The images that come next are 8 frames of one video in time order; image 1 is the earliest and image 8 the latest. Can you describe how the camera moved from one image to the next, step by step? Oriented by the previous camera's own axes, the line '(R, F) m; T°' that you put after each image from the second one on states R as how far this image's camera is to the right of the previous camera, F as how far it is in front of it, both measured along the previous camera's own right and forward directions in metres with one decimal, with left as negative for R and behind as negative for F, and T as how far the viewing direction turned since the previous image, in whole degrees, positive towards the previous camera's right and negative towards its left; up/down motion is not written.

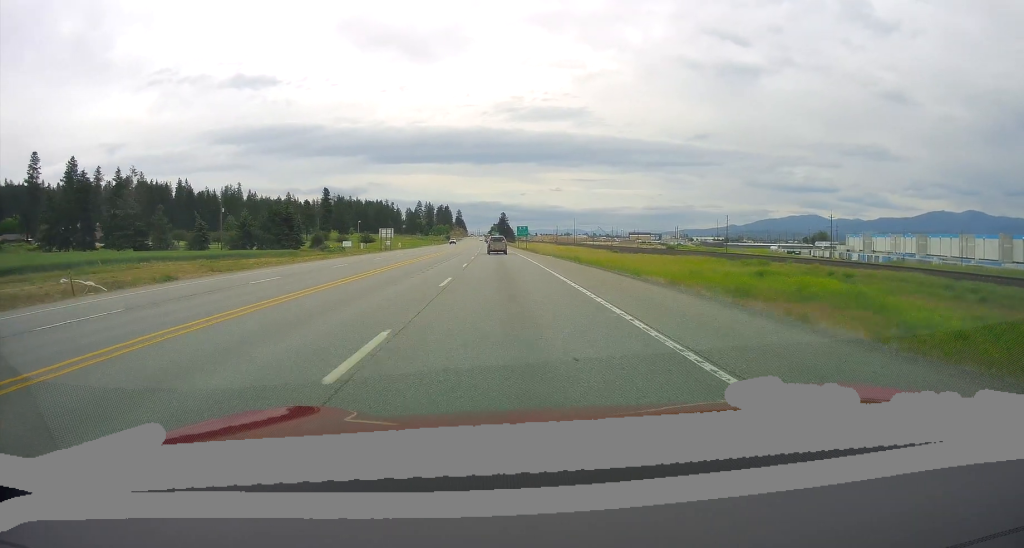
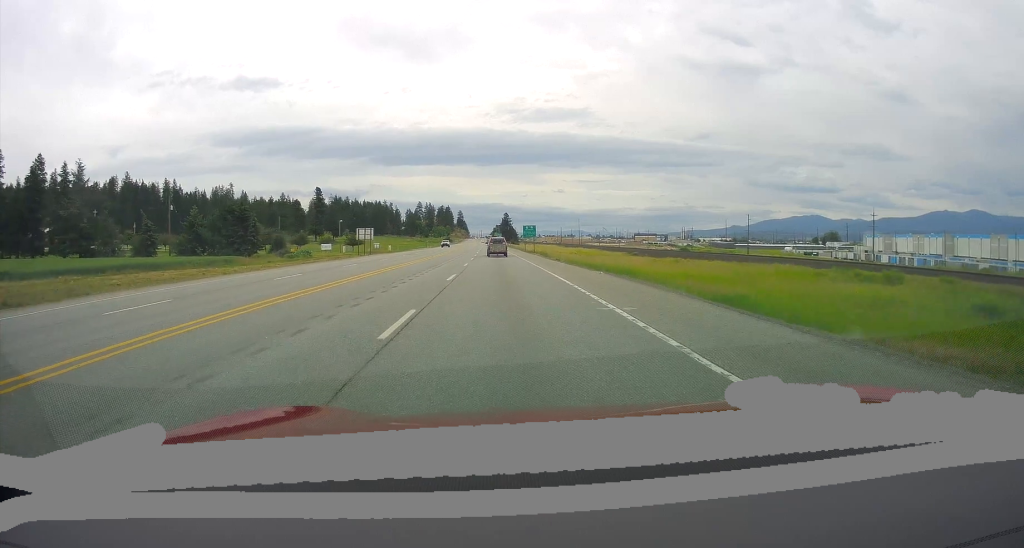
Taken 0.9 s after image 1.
(+0.3, +22.3) m; +1°
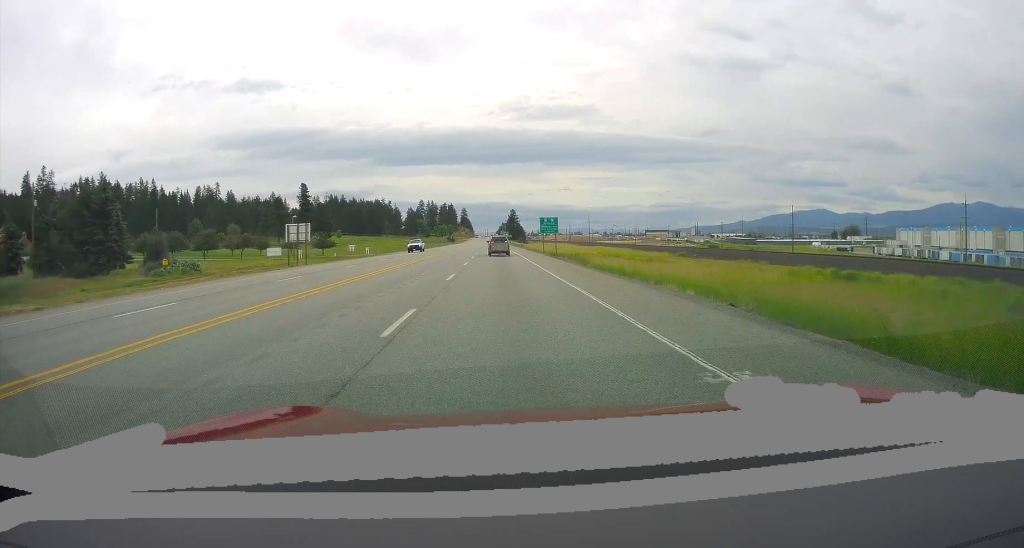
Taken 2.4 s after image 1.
(0.0, +36.6) m; -1°
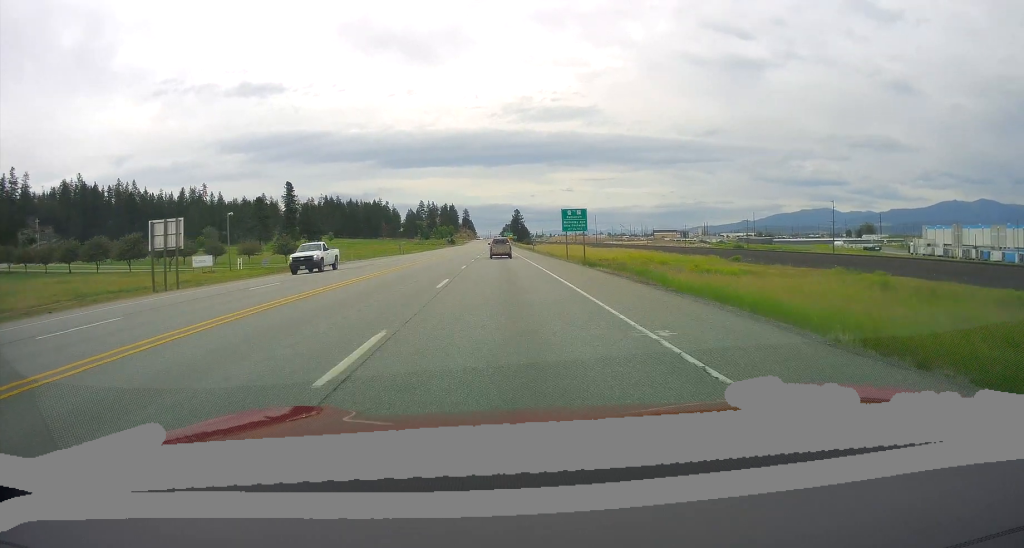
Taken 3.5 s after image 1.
(-0.3, +27.4) m; 0°
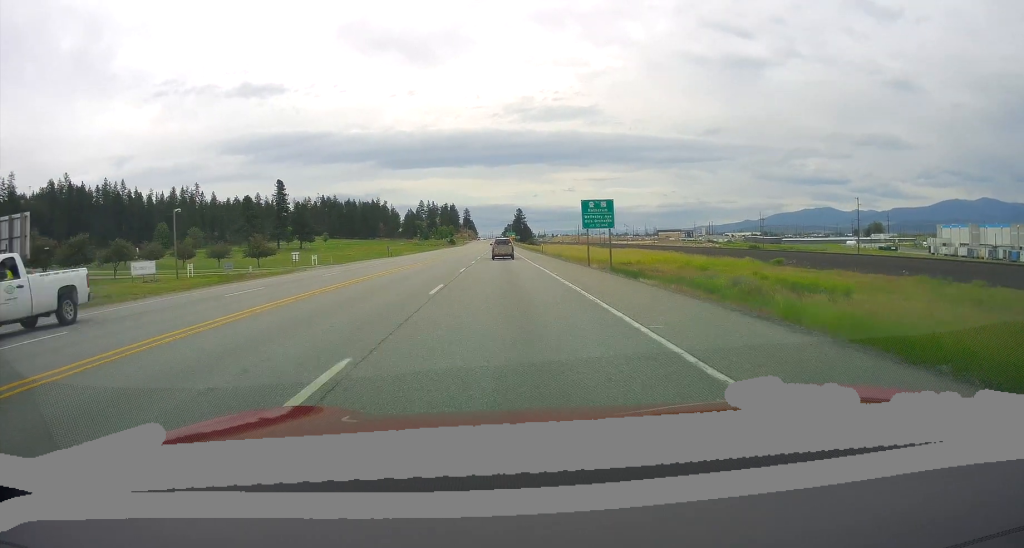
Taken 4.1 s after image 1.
(+0.3, +14.2) m; 0°
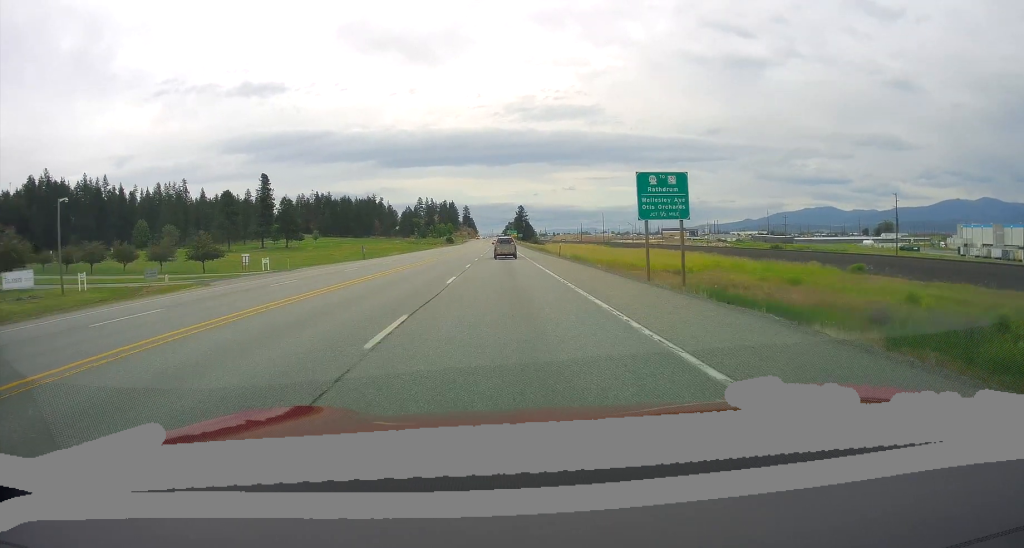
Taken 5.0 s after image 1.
(-0.4, +20.3) m; 0°
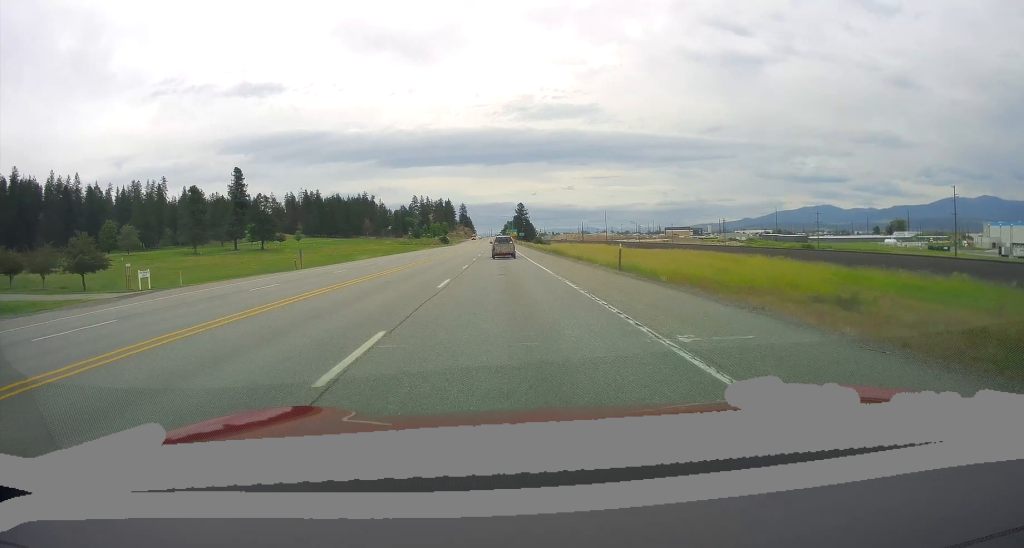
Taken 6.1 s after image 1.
(+0.3, +27.3) m; 0°
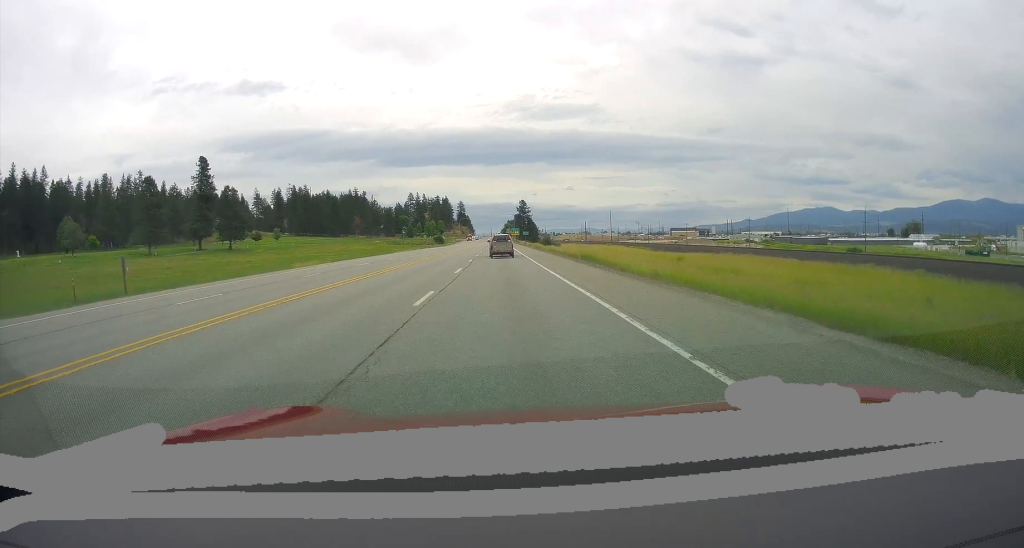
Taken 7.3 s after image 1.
(-0.6, +29.3) m; -1°
